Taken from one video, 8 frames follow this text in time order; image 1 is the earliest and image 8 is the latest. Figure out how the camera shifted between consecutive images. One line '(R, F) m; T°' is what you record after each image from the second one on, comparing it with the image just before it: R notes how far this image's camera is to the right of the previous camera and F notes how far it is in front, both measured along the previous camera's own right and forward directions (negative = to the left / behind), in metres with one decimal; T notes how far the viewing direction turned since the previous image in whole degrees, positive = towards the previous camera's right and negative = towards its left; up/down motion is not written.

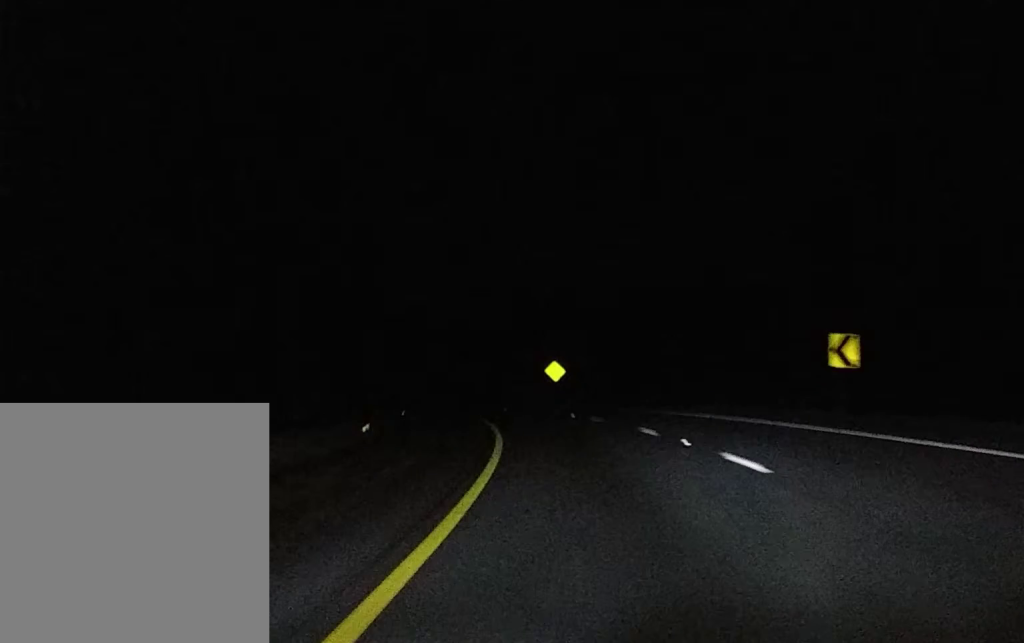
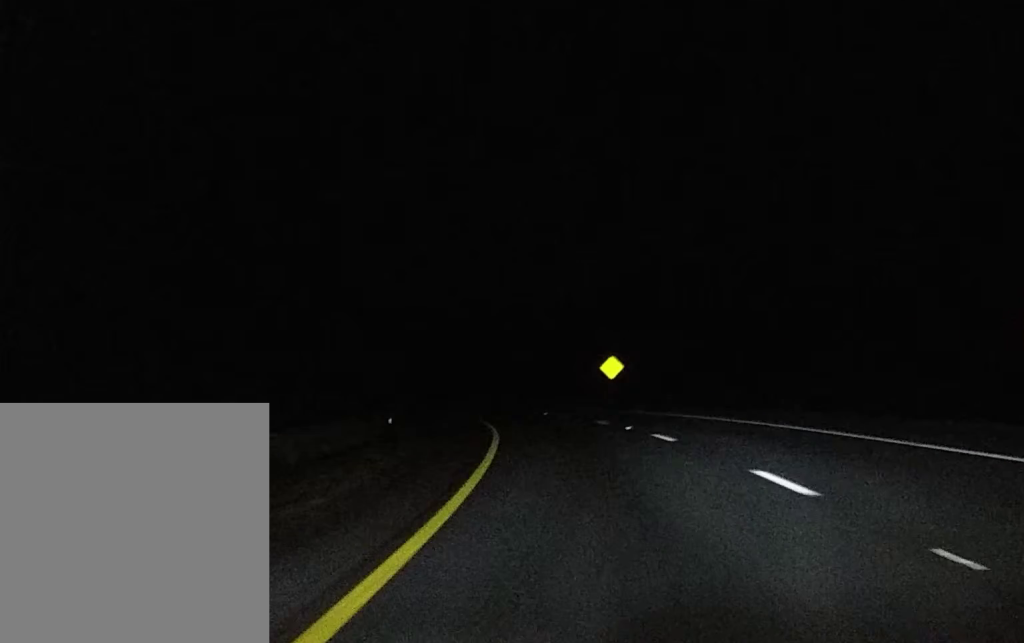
(-0.1, +11.2) m; -2°
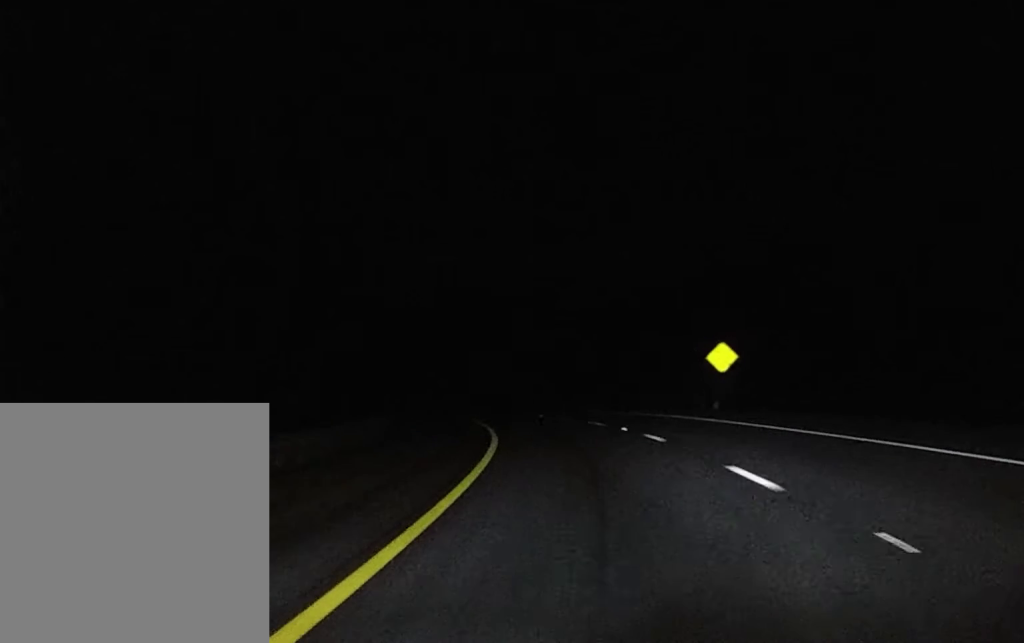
(-0.6, +18.5) m; -5°
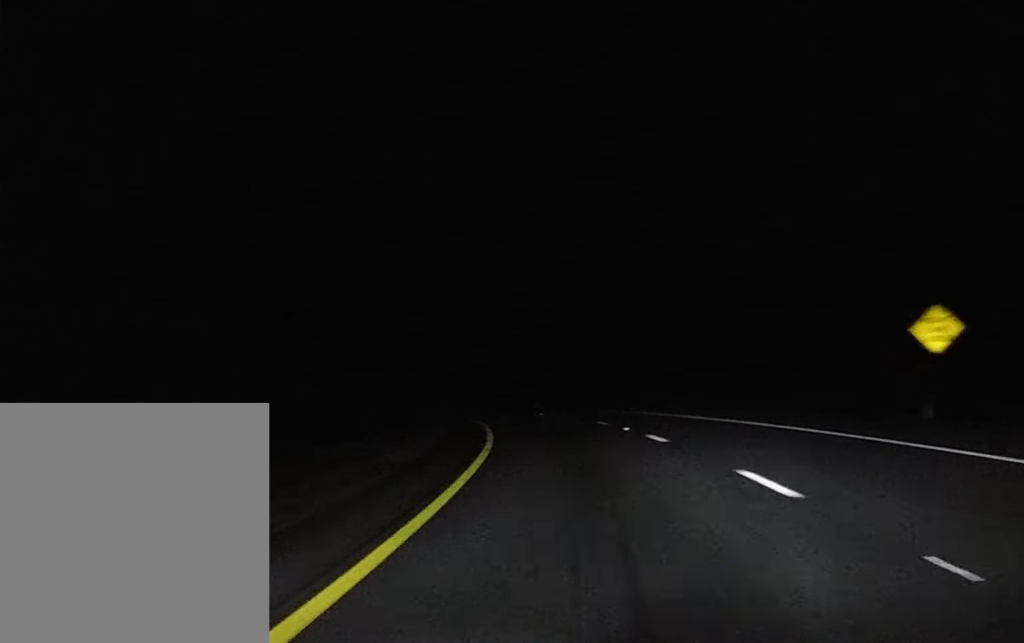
(-1.3, +21.5) m; -5°
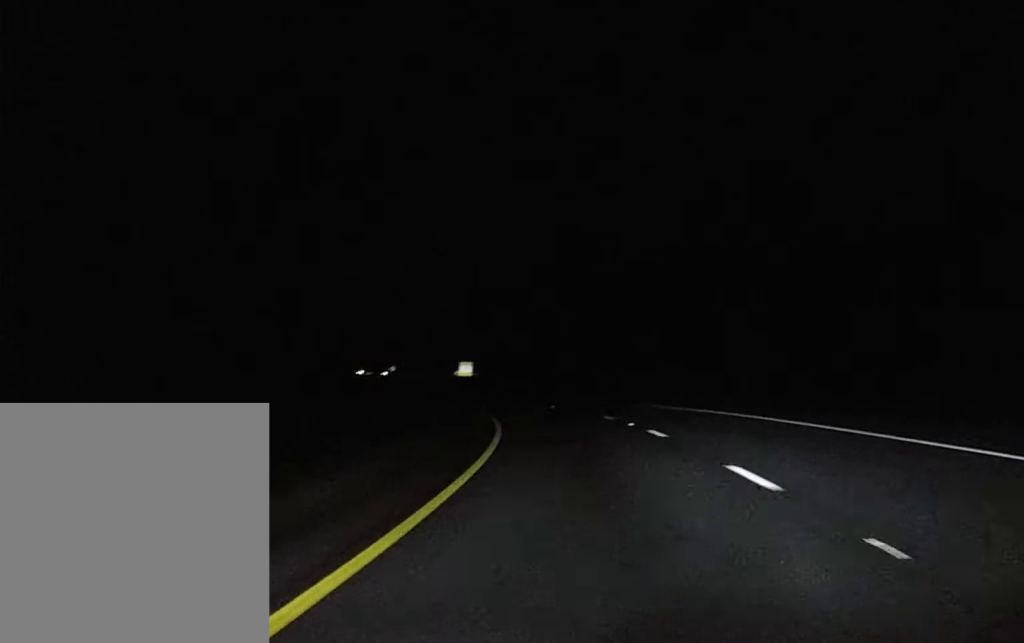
(-2.7, +48.5) m; -10°
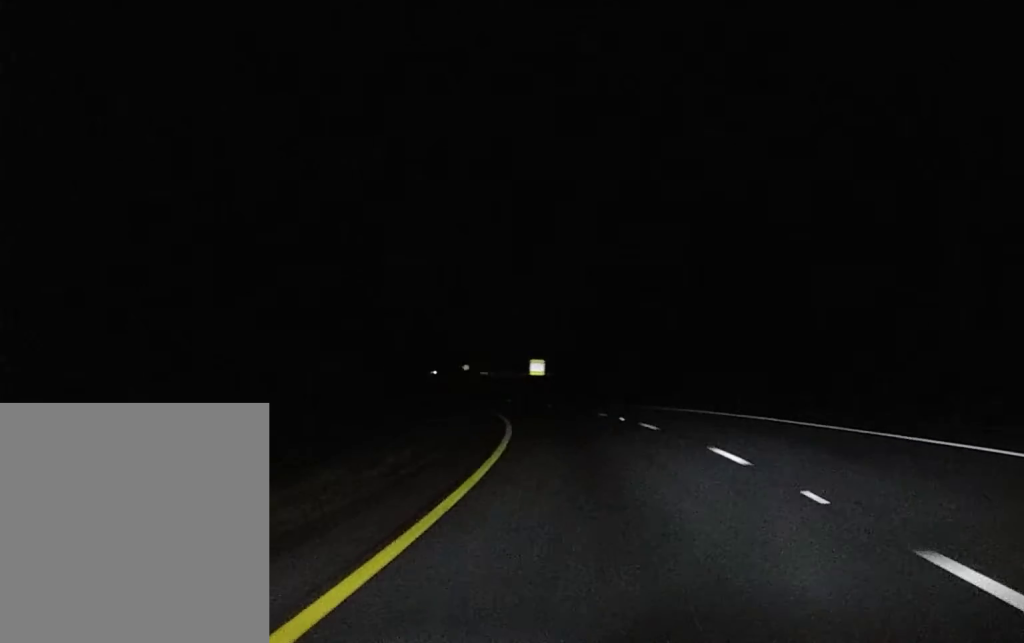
(-2.2, +24.2) m; -5°
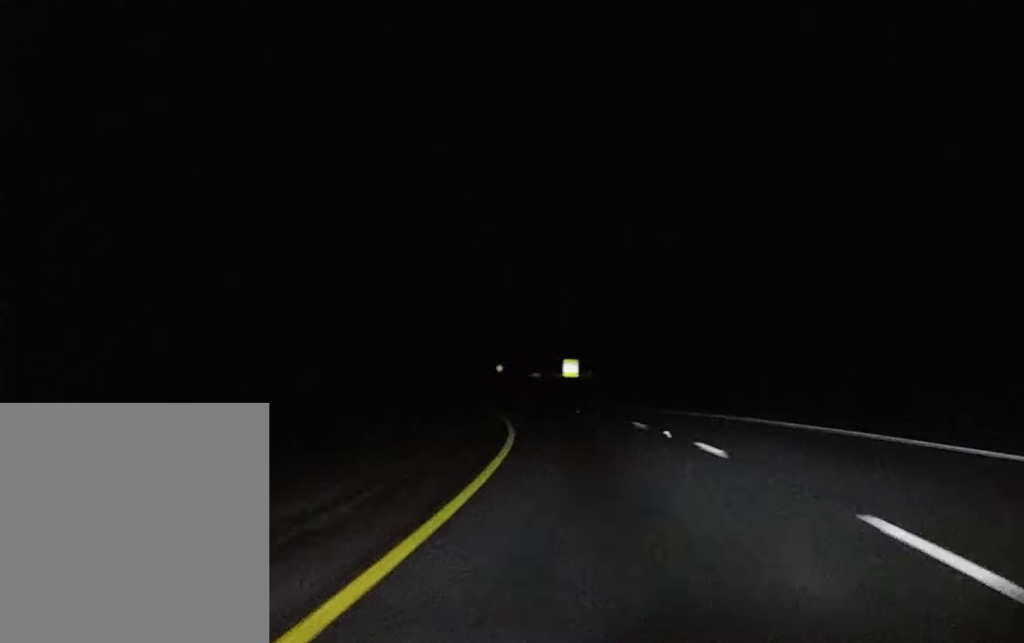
(-0.3, +13.4) m; -2°
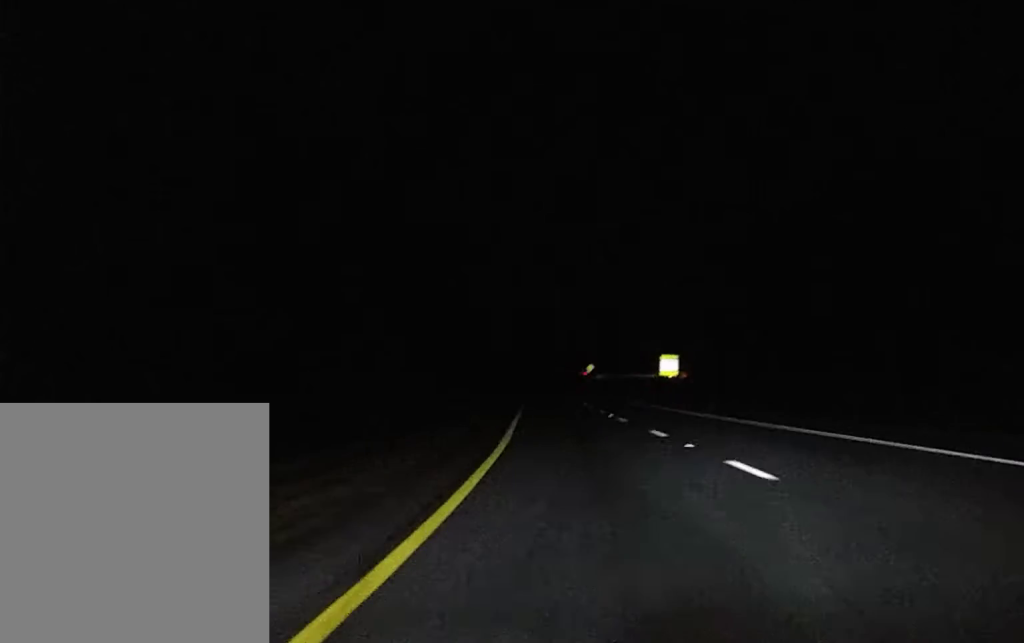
(-0.6, +28.9) m; -3°
